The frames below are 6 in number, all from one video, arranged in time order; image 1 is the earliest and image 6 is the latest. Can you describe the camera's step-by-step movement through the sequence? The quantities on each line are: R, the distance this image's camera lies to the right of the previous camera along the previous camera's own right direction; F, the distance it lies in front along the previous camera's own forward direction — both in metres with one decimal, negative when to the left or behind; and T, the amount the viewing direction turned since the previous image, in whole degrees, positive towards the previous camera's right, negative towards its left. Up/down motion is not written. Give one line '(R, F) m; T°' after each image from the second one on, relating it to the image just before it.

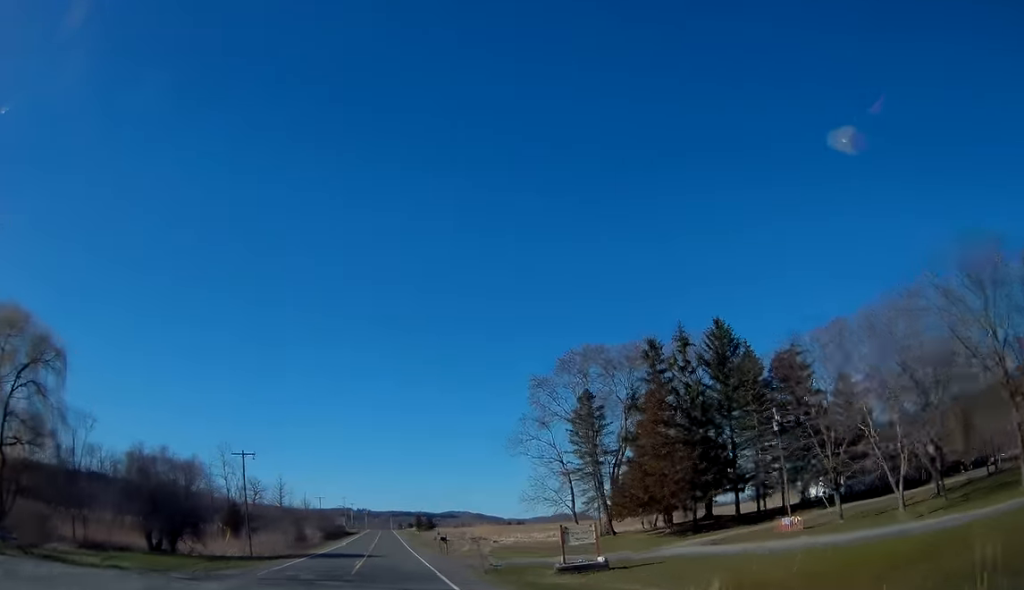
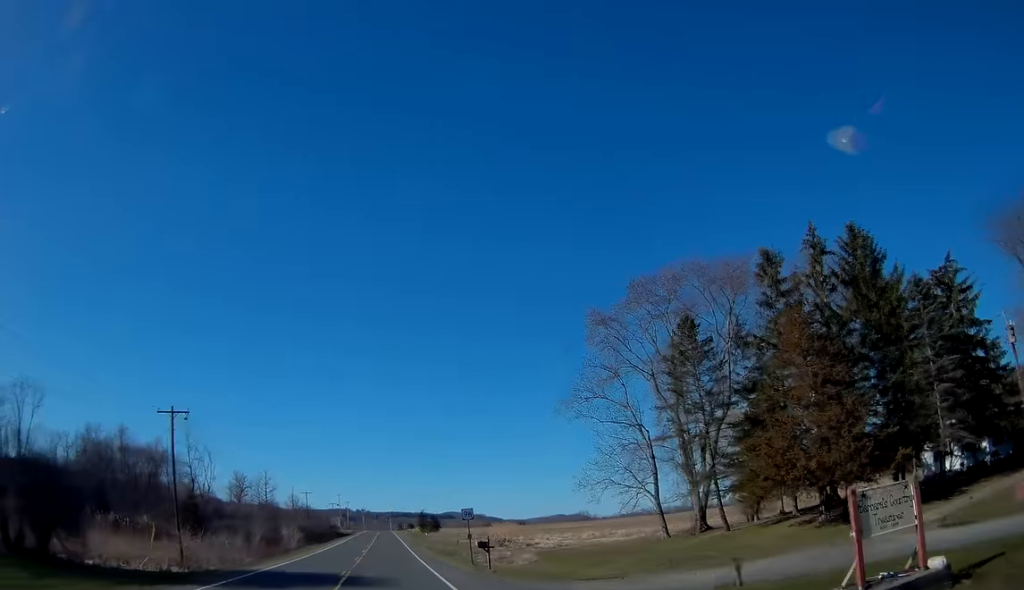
(+0.3, +21.6) m; 0°
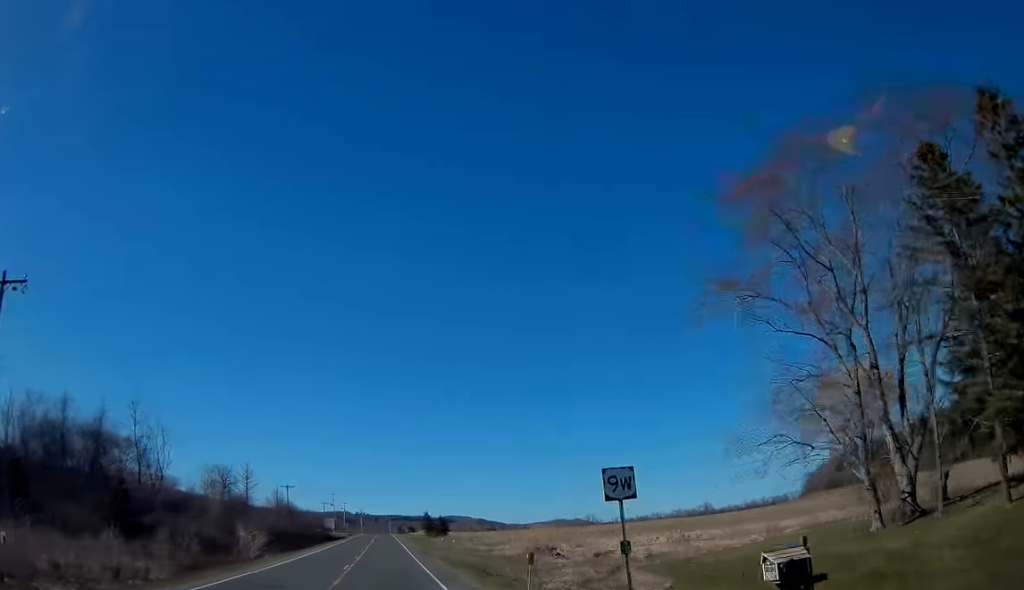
(-0.2, +22.3) m; 0°
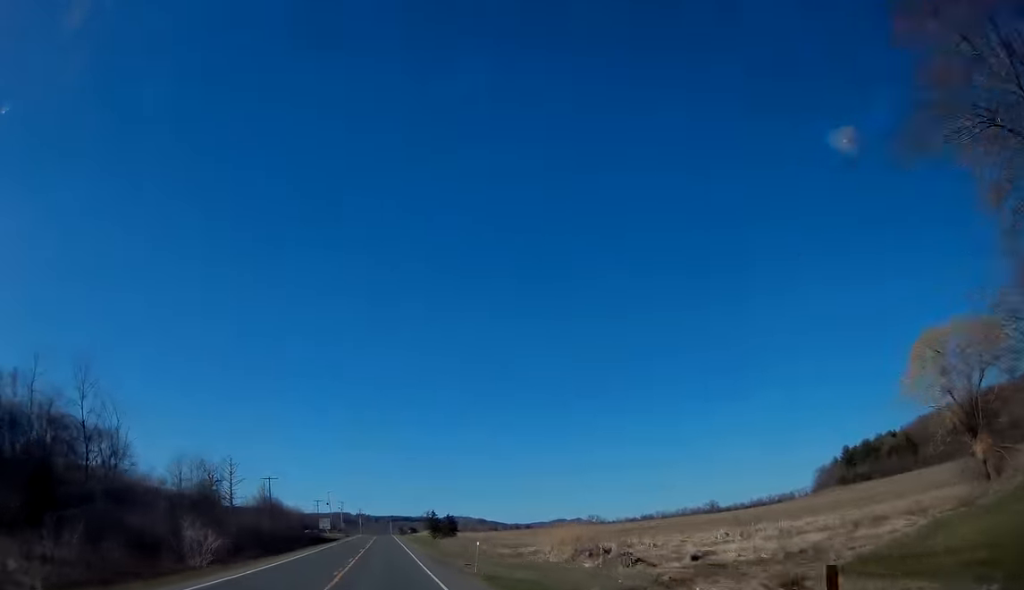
(+0.1, +14.9) m; 0°
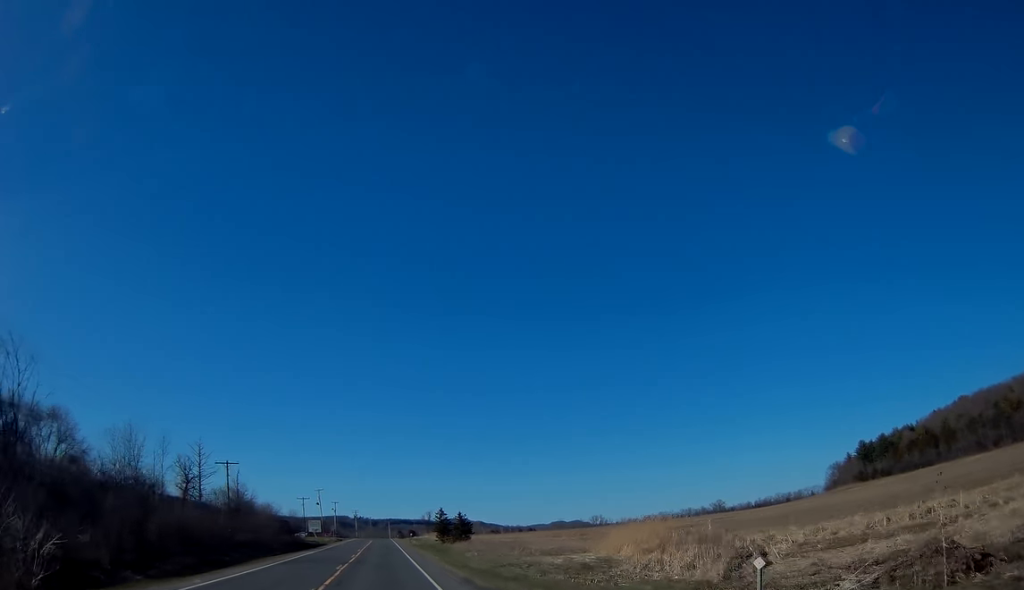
(+0.2, +20.6) m; 0°
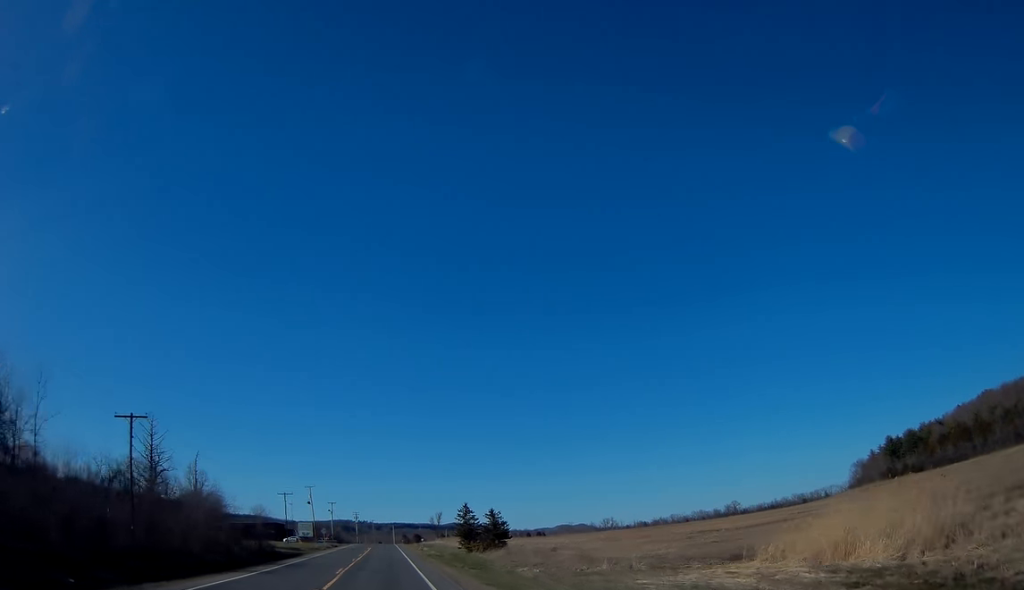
(-0.2, +24.7) m; 0°
